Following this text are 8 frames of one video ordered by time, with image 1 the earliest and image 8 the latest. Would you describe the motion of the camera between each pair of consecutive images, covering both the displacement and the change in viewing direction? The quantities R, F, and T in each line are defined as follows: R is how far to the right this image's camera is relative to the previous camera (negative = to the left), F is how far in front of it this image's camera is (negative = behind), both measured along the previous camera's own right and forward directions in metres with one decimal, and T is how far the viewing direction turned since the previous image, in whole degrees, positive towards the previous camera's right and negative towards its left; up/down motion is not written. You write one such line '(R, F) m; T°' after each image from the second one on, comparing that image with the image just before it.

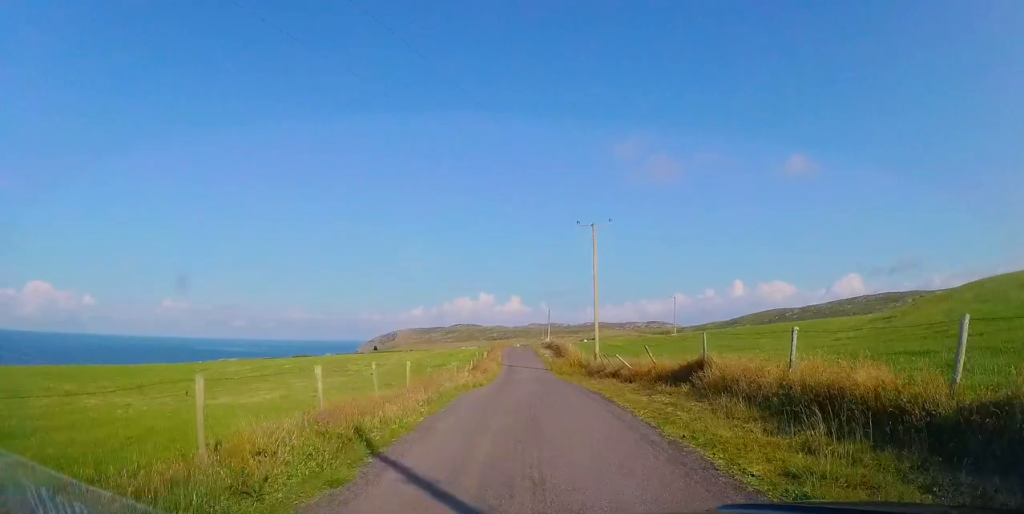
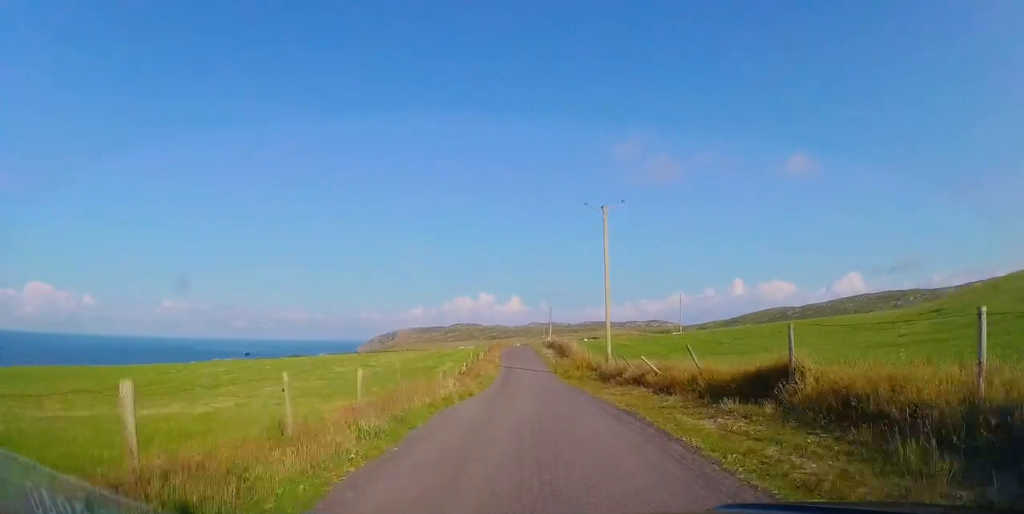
(0.0, +4.6) m; 0°
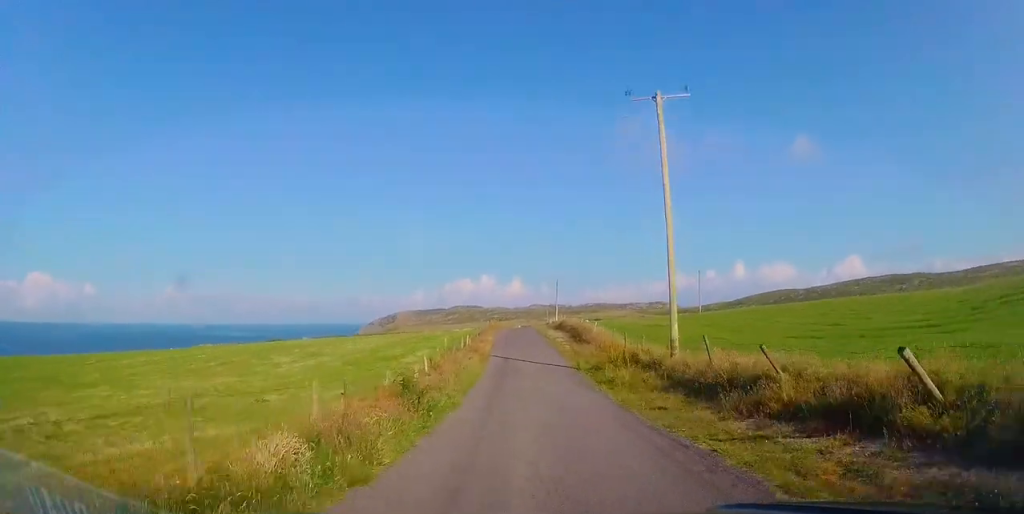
(0.0, +12.8) m; +1°
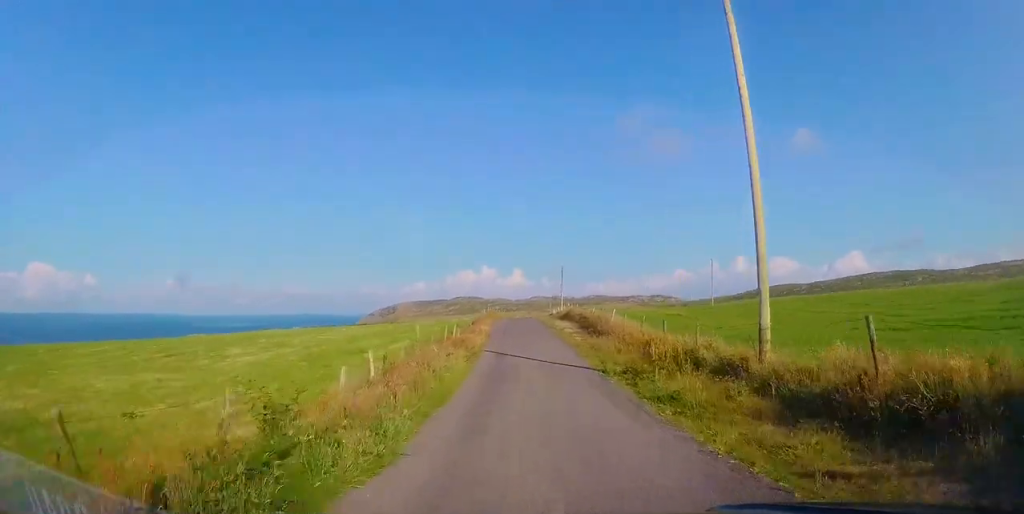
(+0.2, +6.8) m; -1°
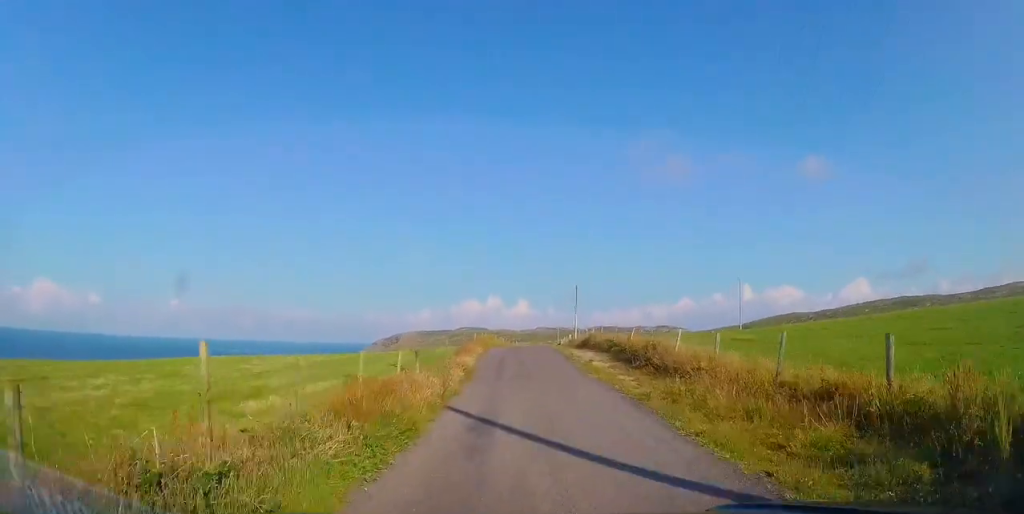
(-0.2, +12.3) m; -1°
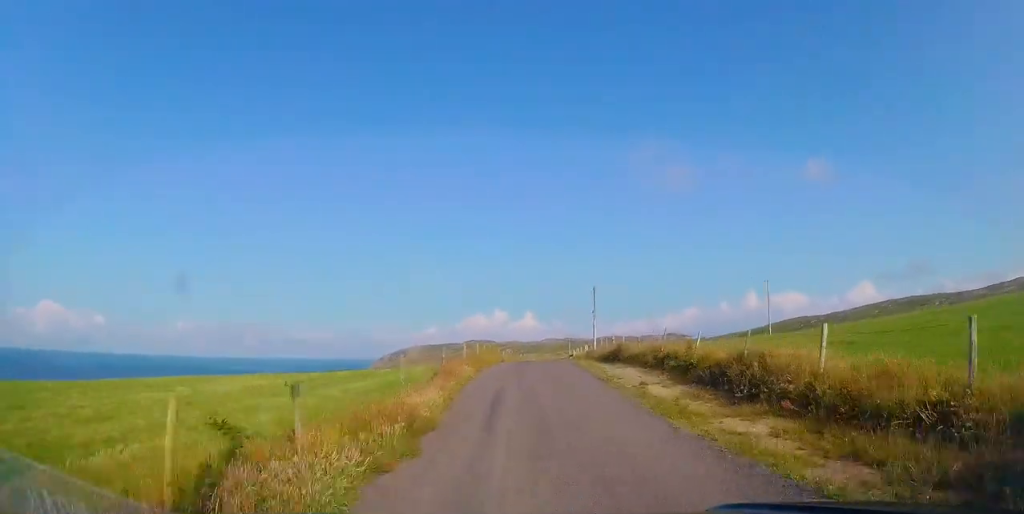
(-0.1, +9.2) m; 0°
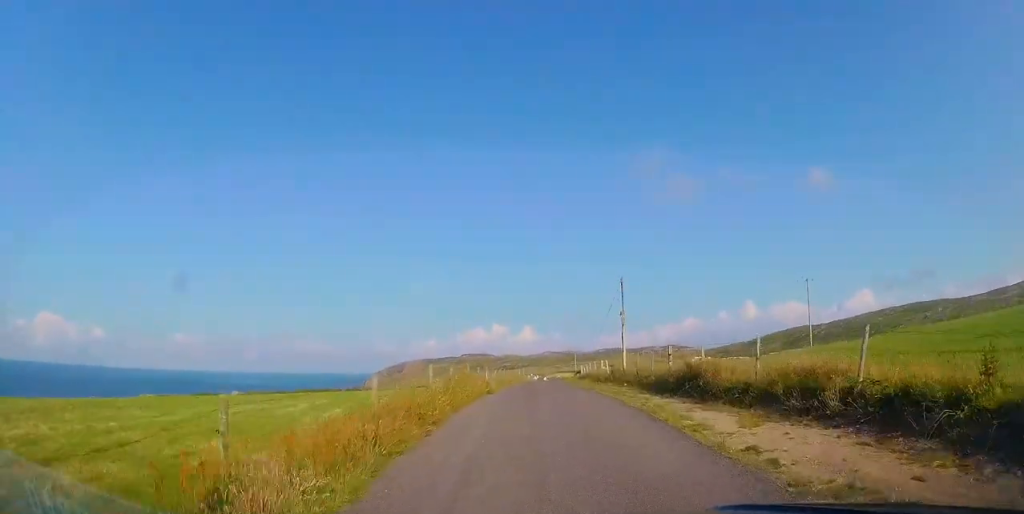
(+0.1, +13.4) m; 0°
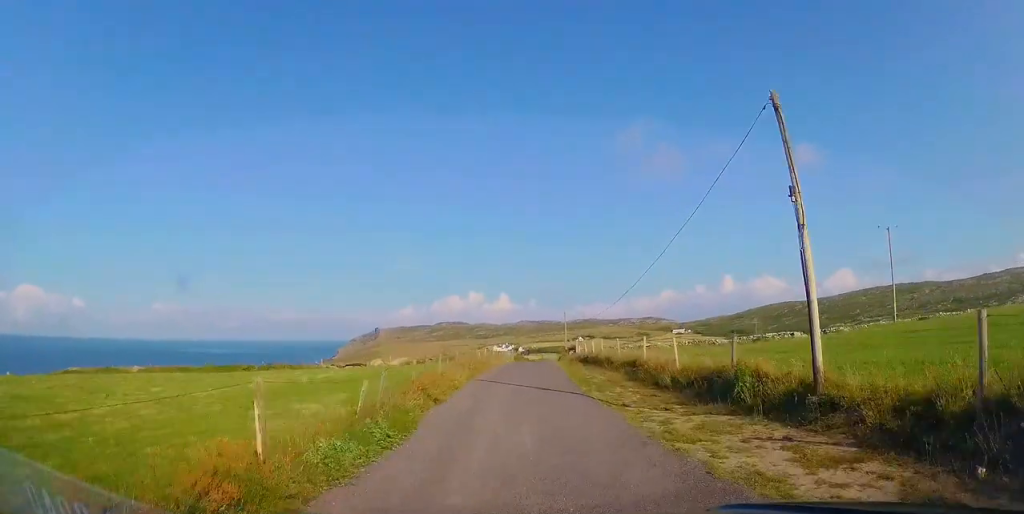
(+0.1, +23.0) m; +1°
